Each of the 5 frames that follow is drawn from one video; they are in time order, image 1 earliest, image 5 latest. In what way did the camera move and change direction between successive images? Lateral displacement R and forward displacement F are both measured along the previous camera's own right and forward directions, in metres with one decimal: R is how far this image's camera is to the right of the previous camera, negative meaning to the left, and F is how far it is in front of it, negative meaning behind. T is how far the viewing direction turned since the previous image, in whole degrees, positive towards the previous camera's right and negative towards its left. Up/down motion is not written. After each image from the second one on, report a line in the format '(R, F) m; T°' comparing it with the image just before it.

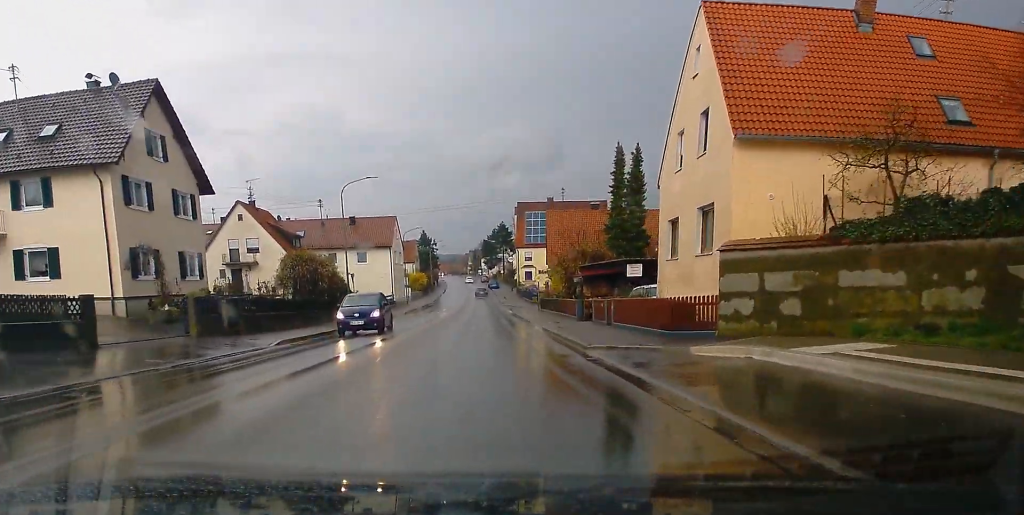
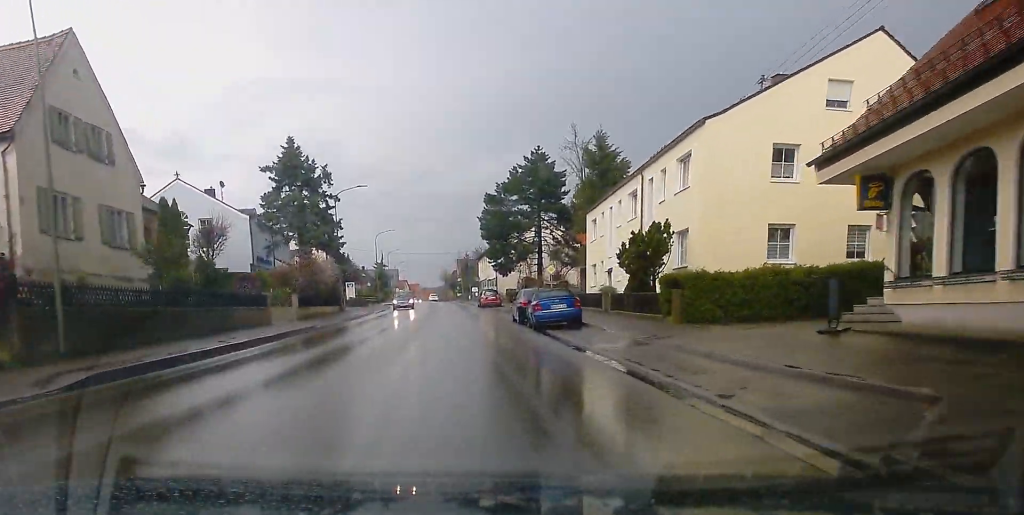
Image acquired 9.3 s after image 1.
(+0.7, +119.5) m; -1°
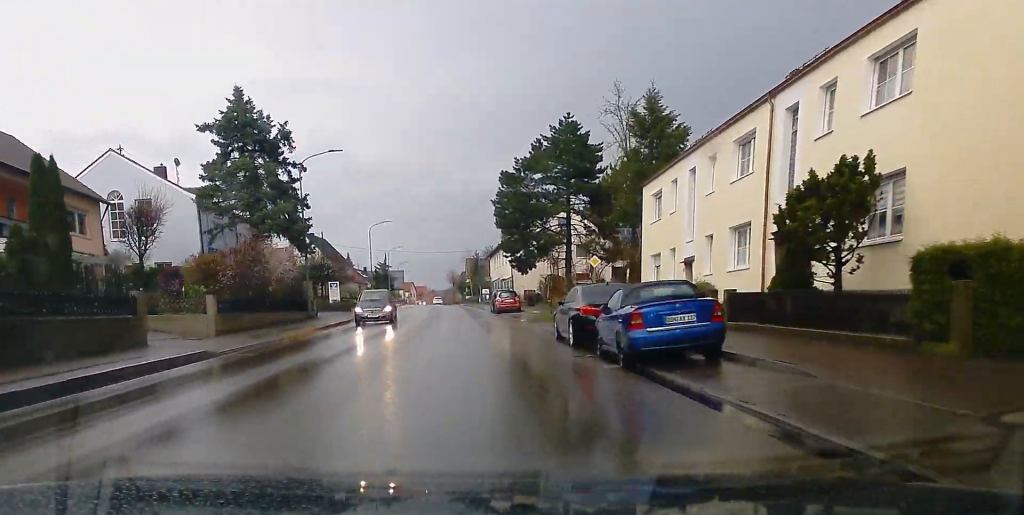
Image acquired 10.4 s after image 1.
(0.0, +14.4) m; 0°
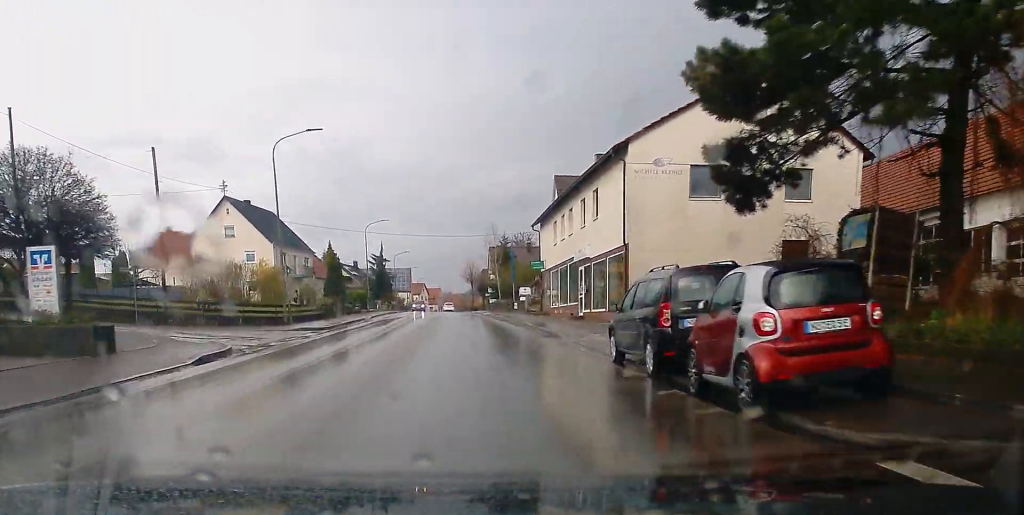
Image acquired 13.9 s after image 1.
(-0.4, +44.7) m; -2°
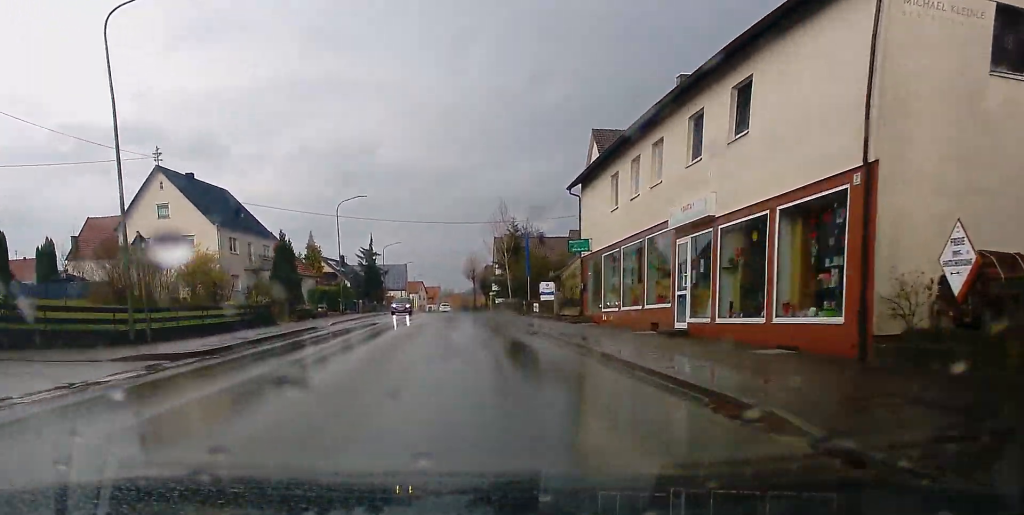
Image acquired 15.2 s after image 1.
(-0.1, +17.0) m; -1°
